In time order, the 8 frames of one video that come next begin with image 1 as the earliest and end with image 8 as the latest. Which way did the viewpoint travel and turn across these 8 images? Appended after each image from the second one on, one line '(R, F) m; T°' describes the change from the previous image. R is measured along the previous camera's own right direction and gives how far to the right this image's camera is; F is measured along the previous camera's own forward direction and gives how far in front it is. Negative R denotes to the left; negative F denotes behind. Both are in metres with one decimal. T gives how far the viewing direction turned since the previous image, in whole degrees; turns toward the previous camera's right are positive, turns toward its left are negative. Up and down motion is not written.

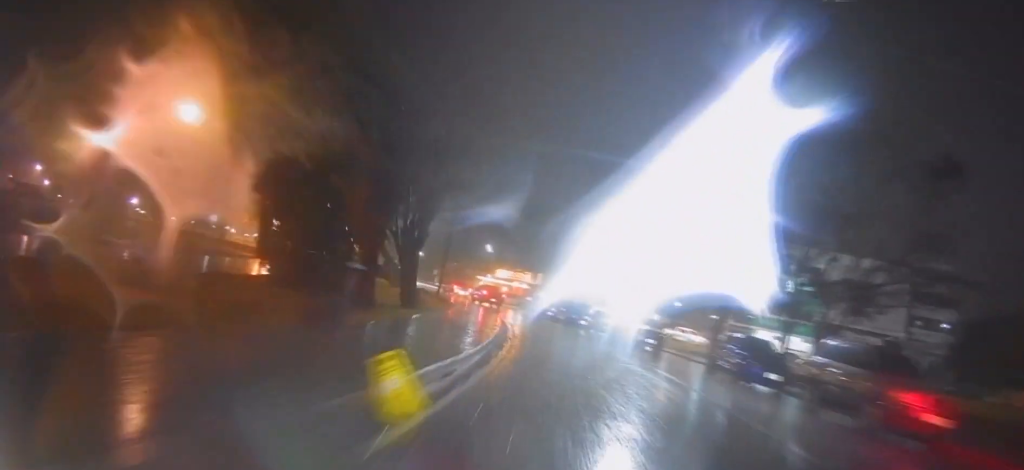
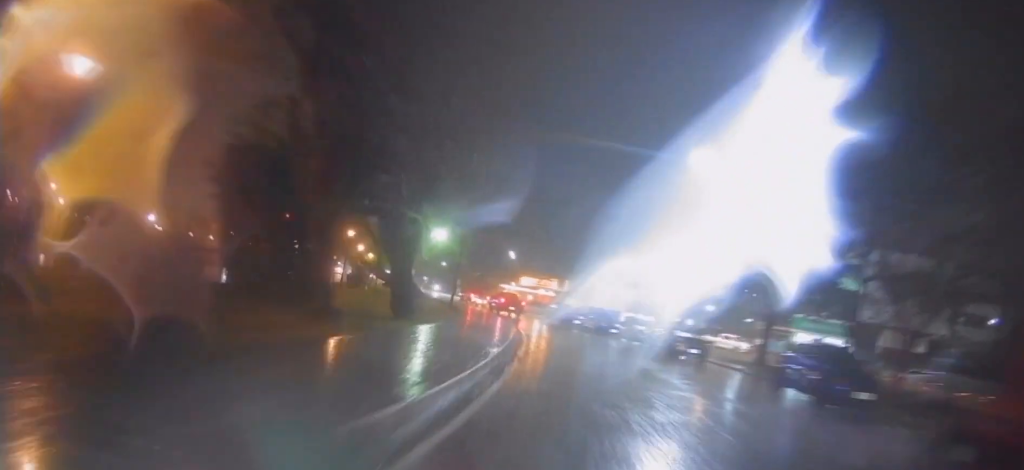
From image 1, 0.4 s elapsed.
(+0.4, +3.8) m; -2°
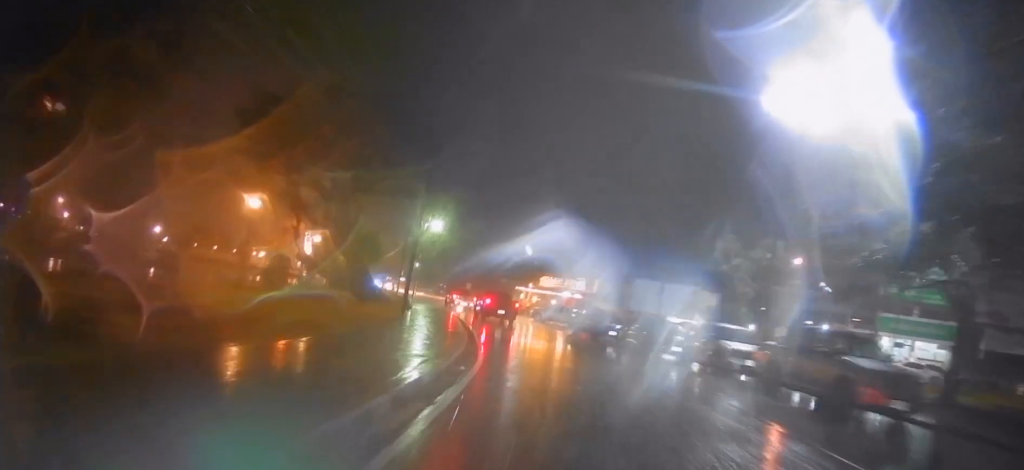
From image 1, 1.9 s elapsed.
(-1.7, +14.0) m; -9°
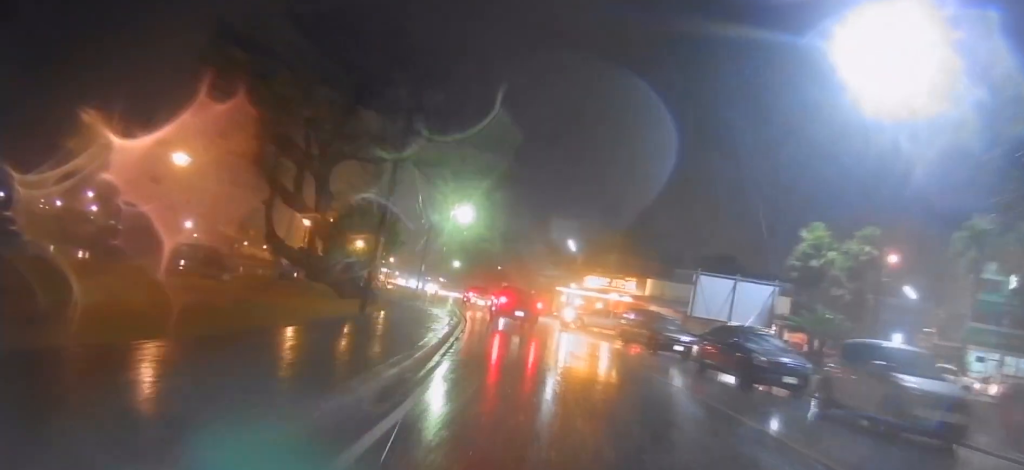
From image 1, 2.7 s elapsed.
(-0.2, +8.0) m; -6°
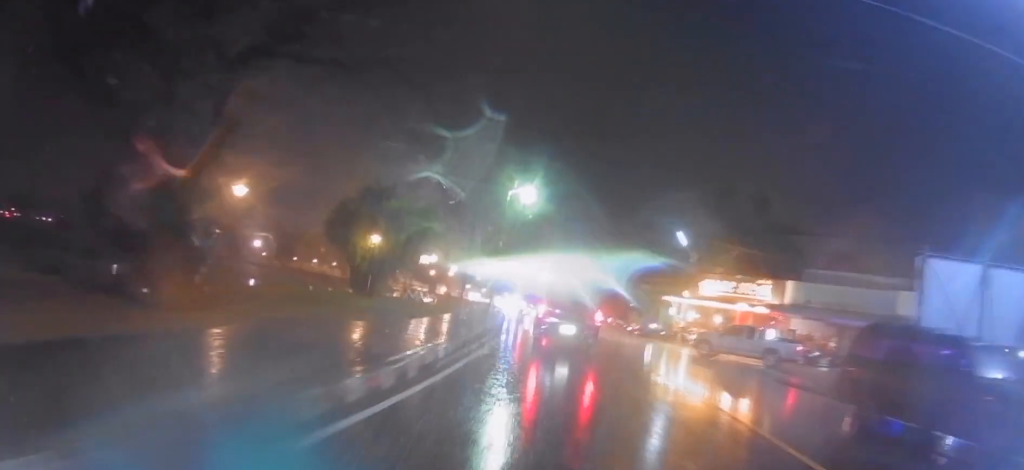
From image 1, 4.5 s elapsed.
(-2.1, +16.0) m; -10°
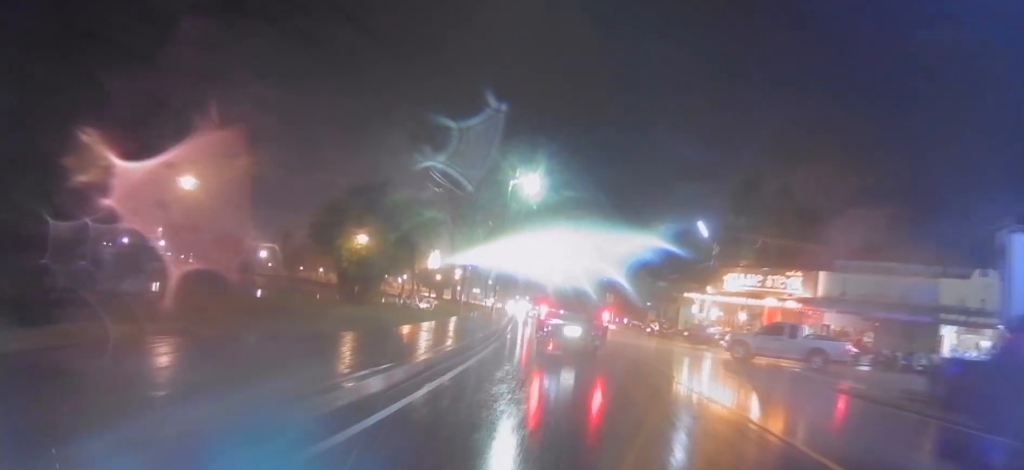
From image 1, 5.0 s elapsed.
(0.0, +3.8) m; 0°
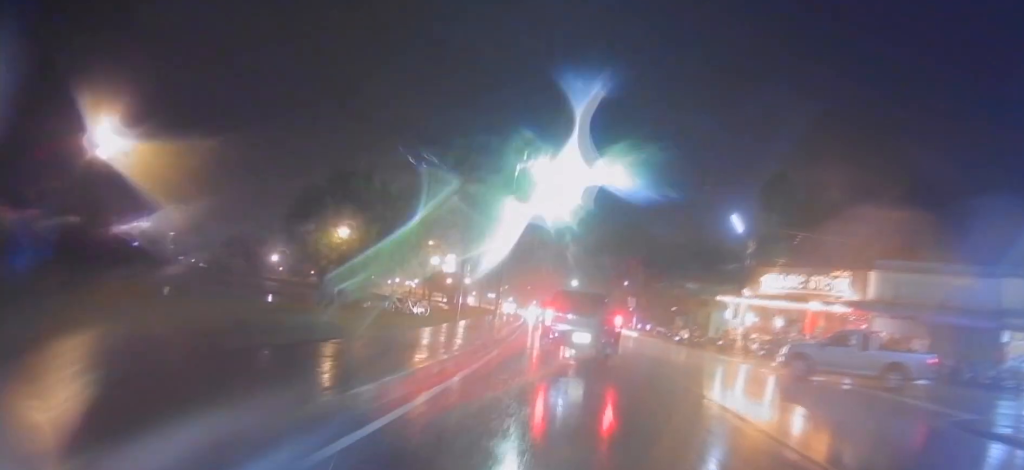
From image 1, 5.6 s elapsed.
(0.0, +4.7) m; 0°
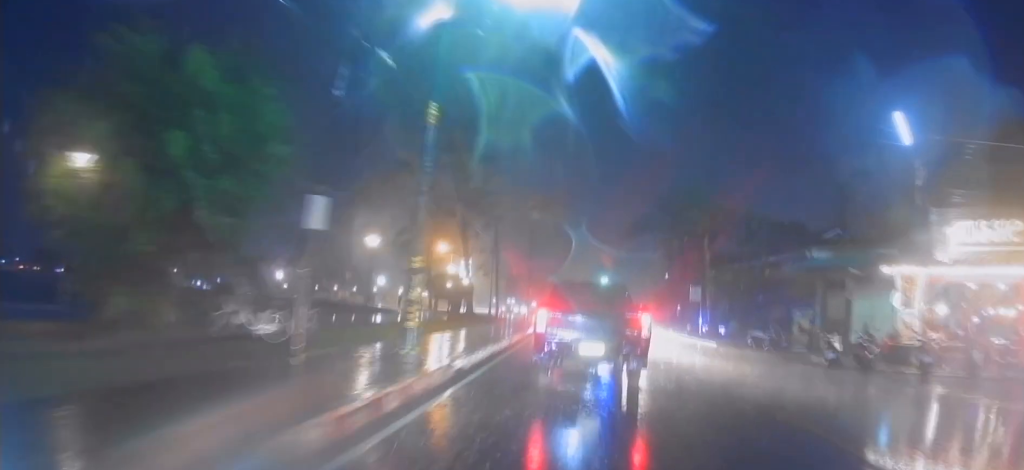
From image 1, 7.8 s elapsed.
(-0.5, +16.0) m; -4°
